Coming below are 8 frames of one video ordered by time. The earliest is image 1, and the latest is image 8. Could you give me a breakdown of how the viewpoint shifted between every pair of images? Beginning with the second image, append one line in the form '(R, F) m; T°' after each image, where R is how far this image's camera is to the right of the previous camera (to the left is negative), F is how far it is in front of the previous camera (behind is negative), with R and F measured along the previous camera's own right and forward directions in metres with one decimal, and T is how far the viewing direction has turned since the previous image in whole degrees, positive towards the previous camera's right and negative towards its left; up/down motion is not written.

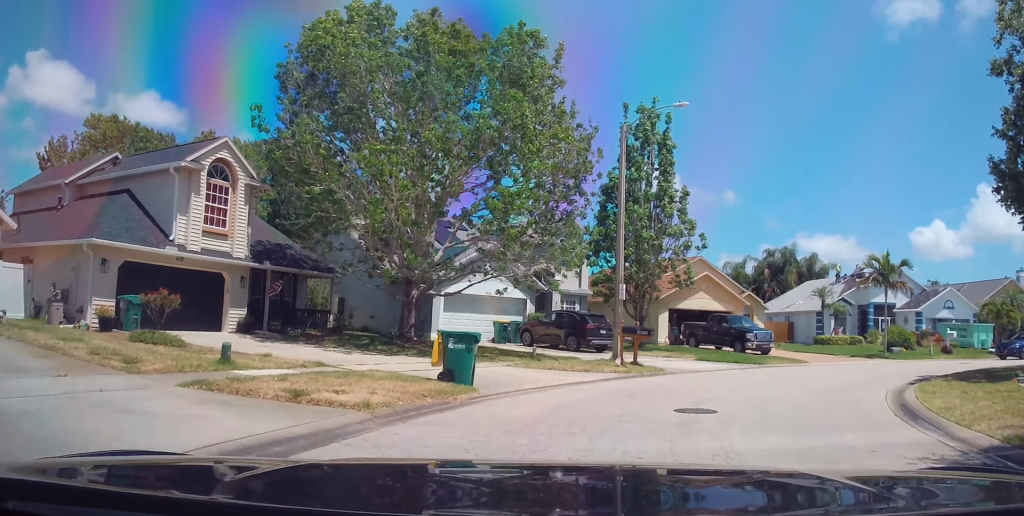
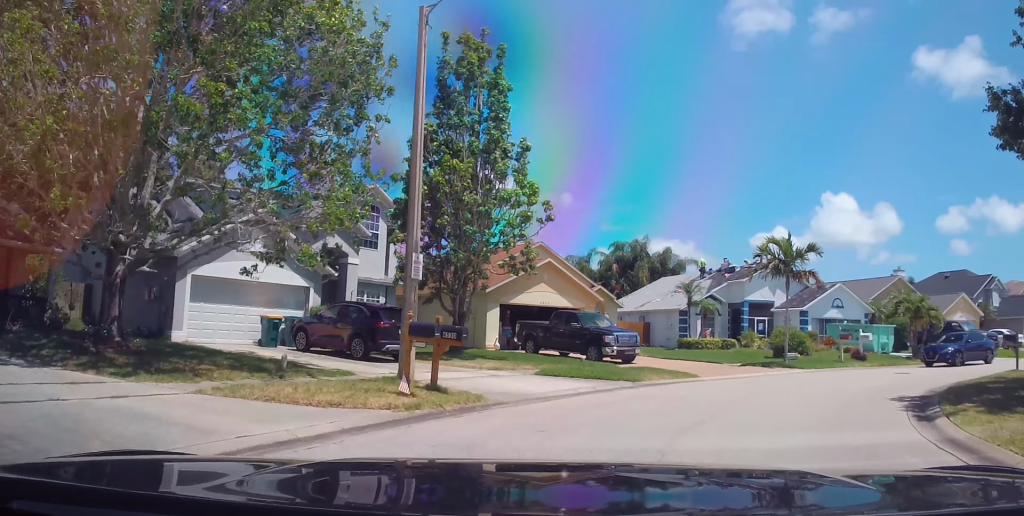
(+0.9, +8.1) m; +13°
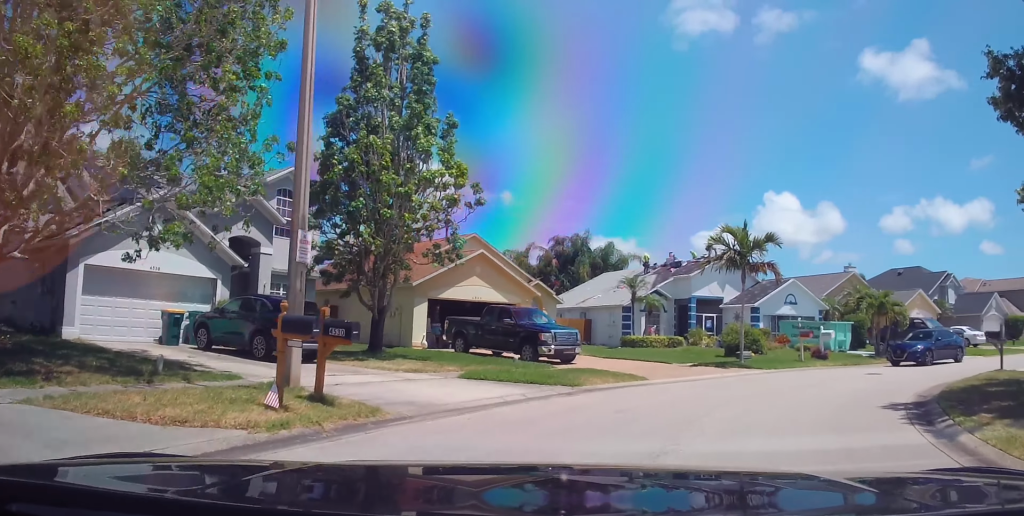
(0.0, +2.4) m; +5°
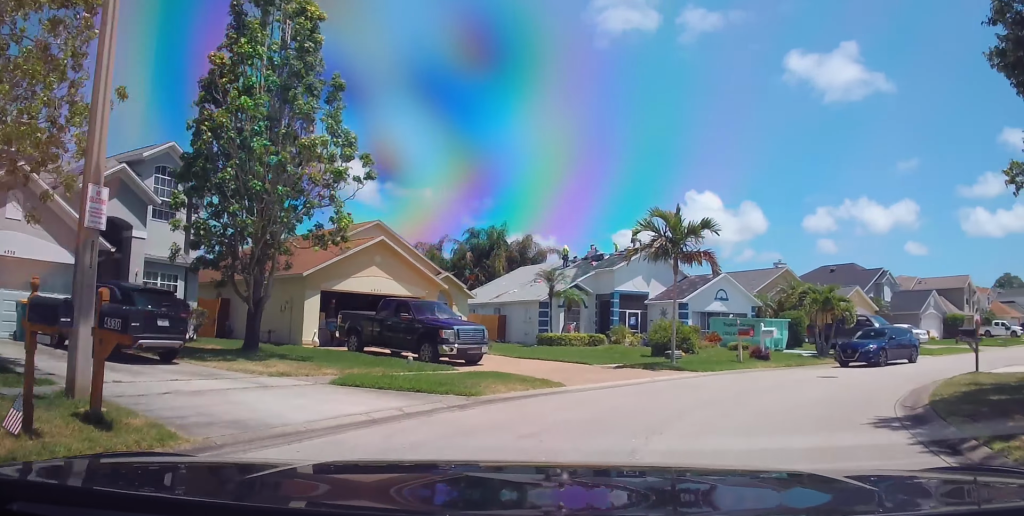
(+0.2, +2.8) m; +7°
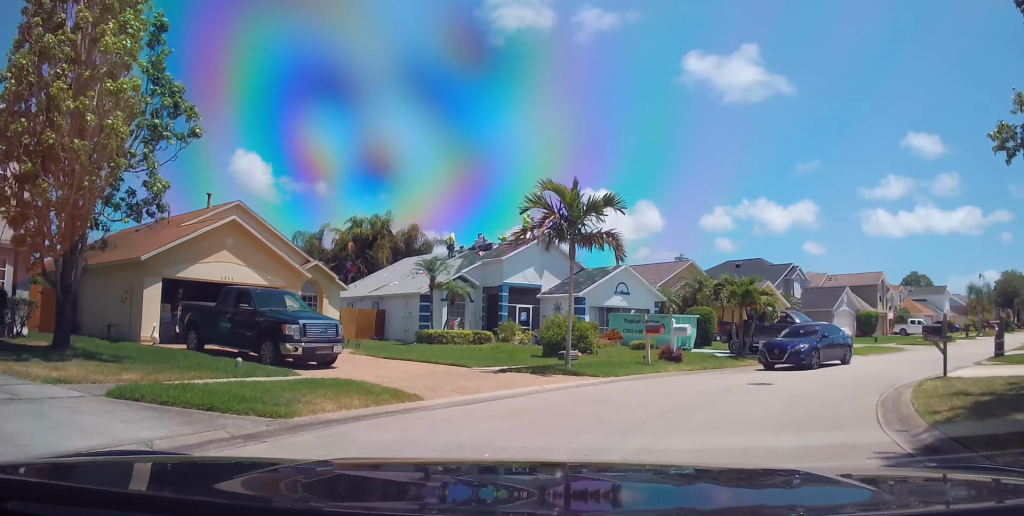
(+0.1, +3.5) m; +10°
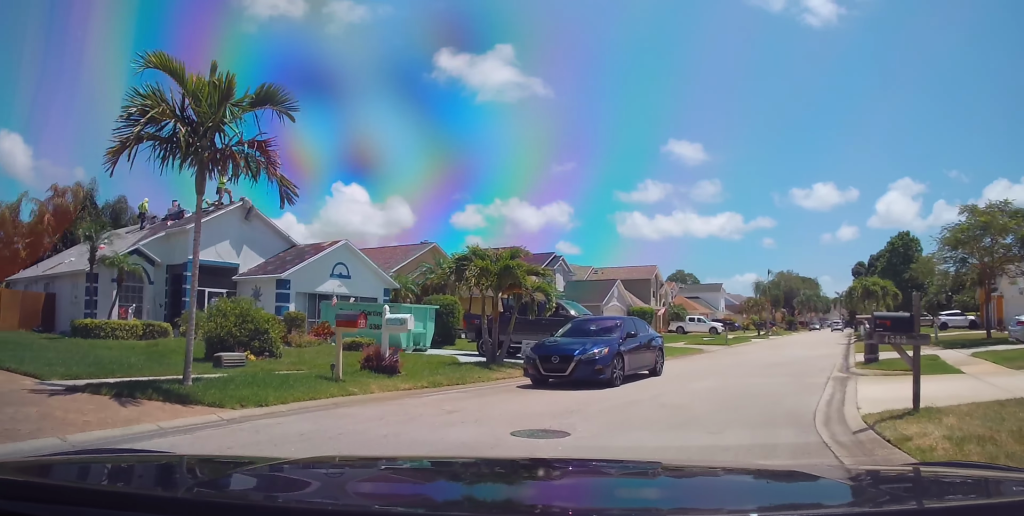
(+1.9, +7.8) m; +24°
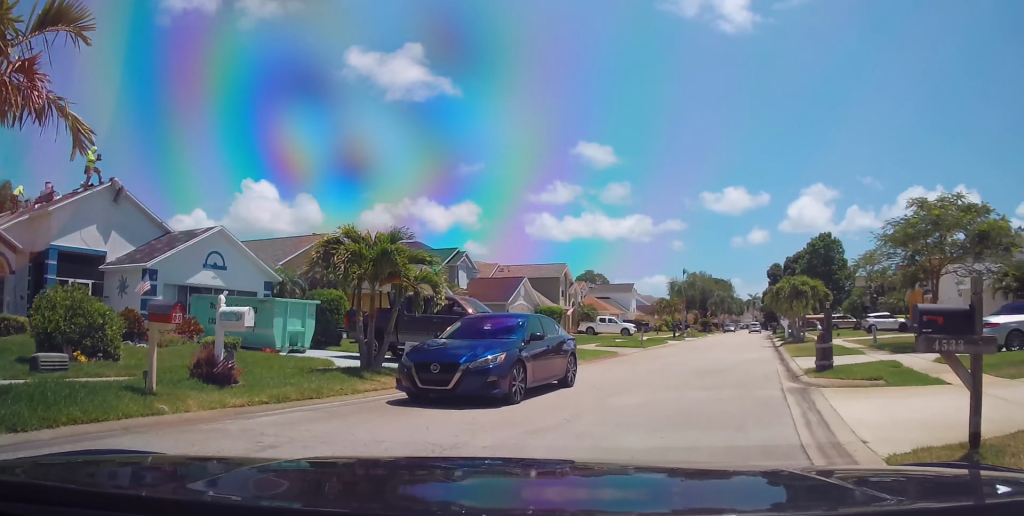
(+0.2, +3.1) m; +7°
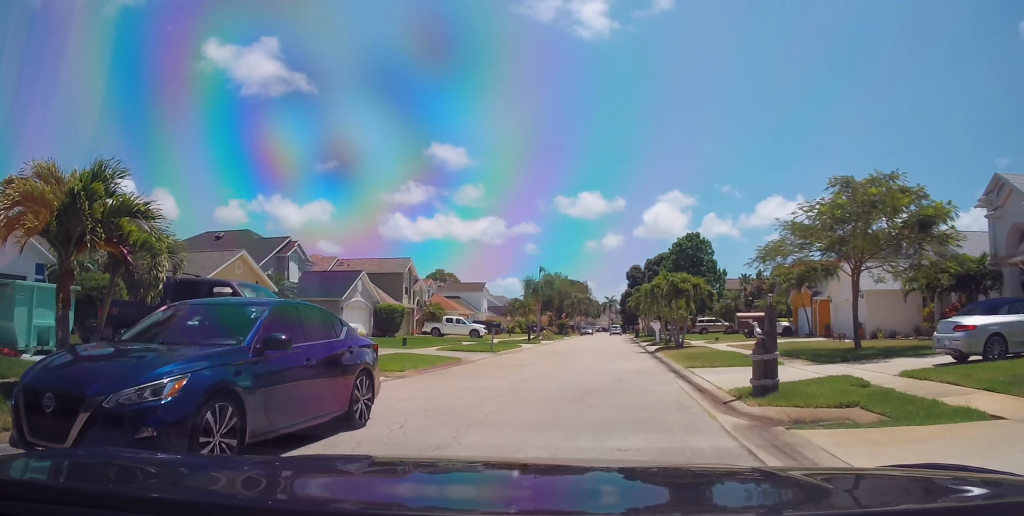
(+0.5, +5.4) m; +6°
